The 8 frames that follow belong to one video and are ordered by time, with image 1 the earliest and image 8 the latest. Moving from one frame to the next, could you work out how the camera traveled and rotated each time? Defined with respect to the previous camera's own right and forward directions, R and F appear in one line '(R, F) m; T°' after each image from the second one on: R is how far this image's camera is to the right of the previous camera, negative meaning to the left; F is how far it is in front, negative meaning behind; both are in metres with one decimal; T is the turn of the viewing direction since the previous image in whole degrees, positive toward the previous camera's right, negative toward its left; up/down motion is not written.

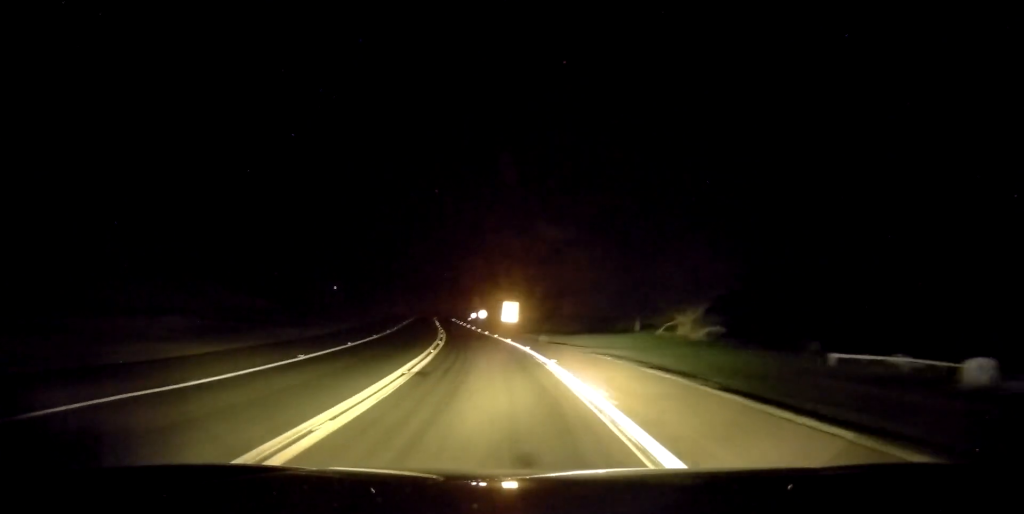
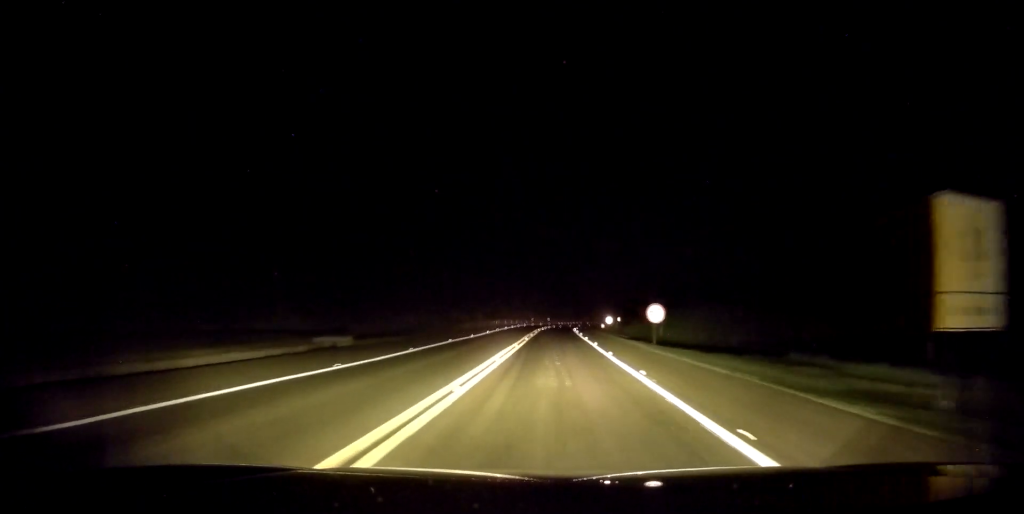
(-10.2, +62.1) m; -14°
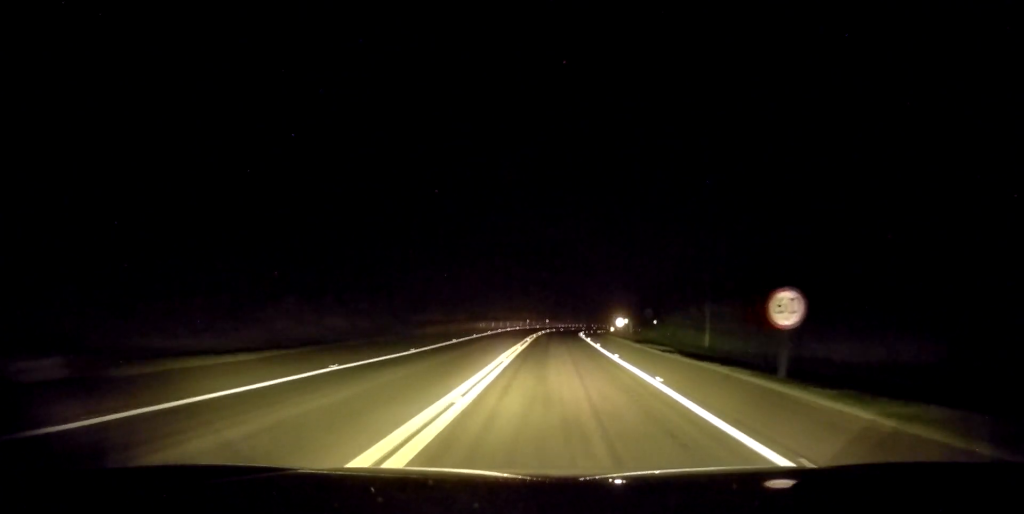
(-0.2, +18.4) m; -2°
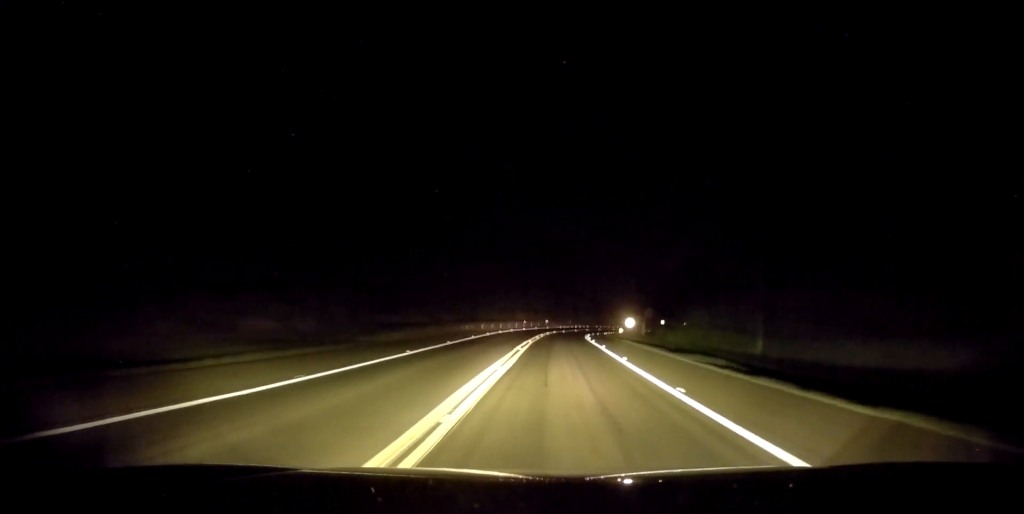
(-0.2, +11.4) m; 0°
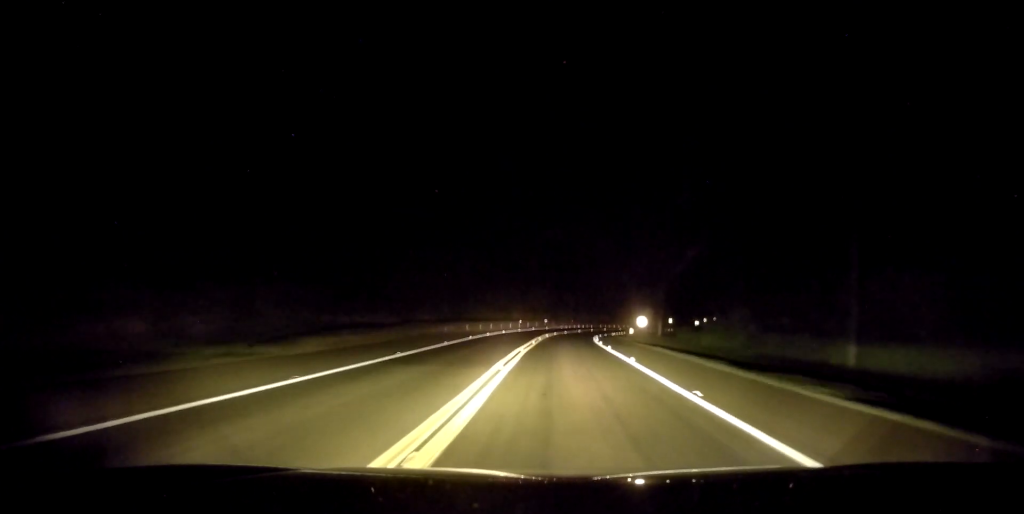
(-0.3, +10.2) m; +1°
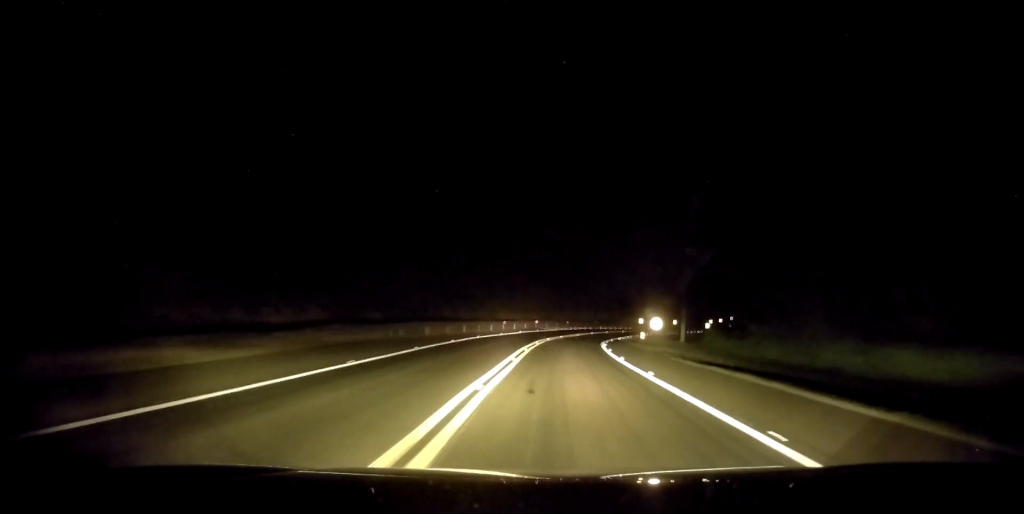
(+0.5, +13.7) m; +2°
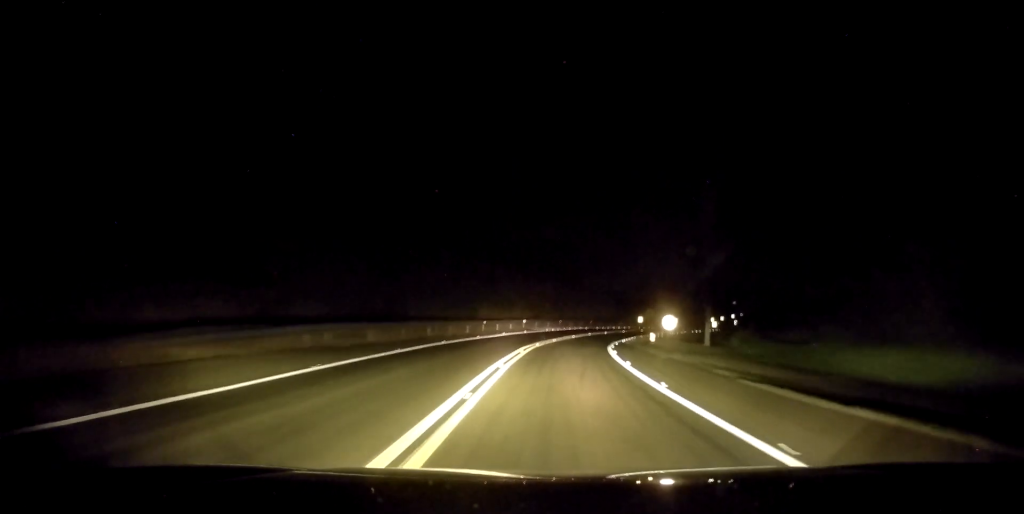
(+0.1, +9.8) m; +1°
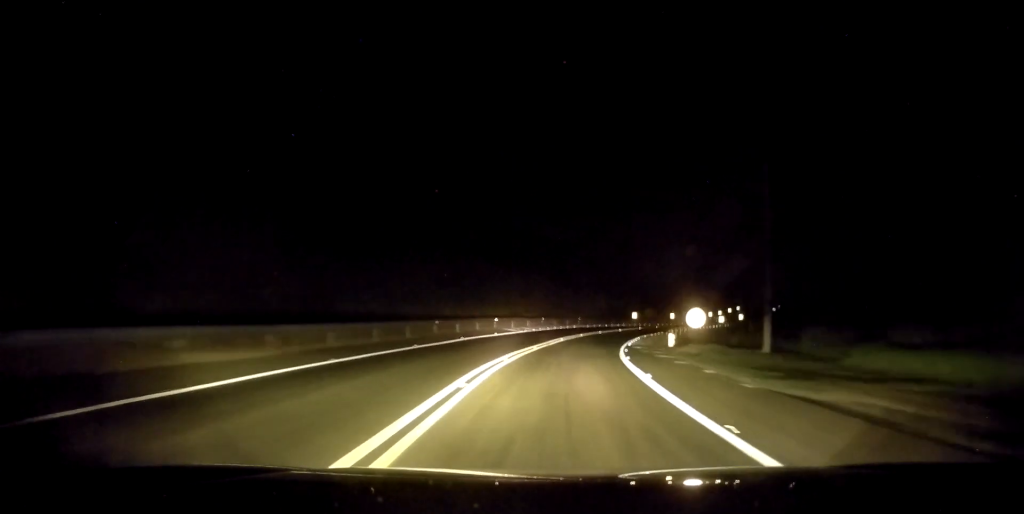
(0.0, +13.2) m; 0°
